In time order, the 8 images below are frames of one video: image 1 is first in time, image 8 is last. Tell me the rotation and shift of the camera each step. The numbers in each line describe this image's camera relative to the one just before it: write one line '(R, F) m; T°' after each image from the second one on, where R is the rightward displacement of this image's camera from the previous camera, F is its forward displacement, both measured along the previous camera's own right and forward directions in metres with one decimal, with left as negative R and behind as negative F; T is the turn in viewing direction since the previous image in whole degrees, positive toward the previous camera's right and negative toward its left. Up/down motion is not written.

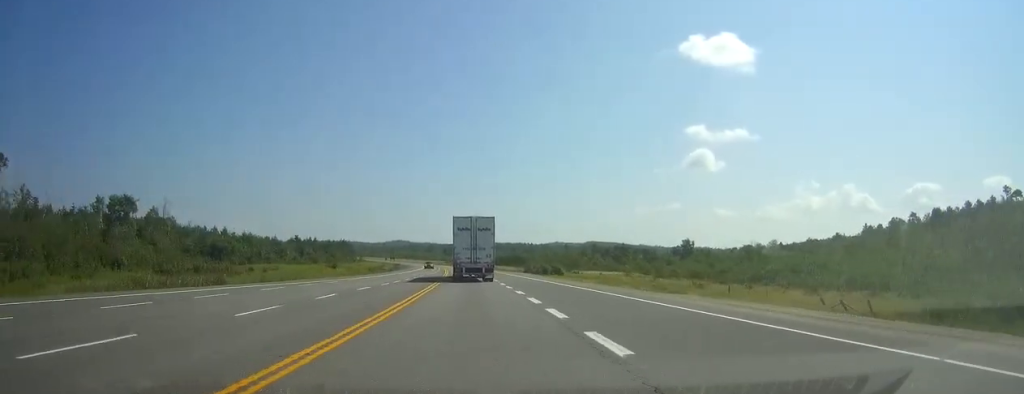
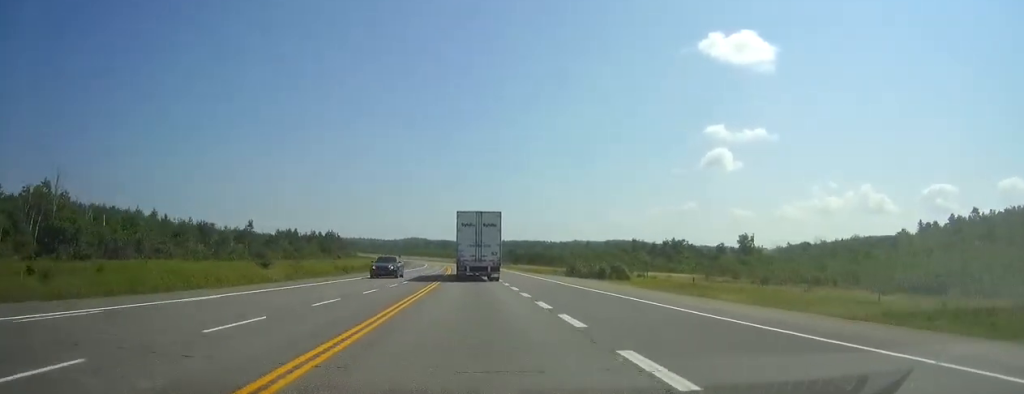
(-0.4, +45.8) m; -1°
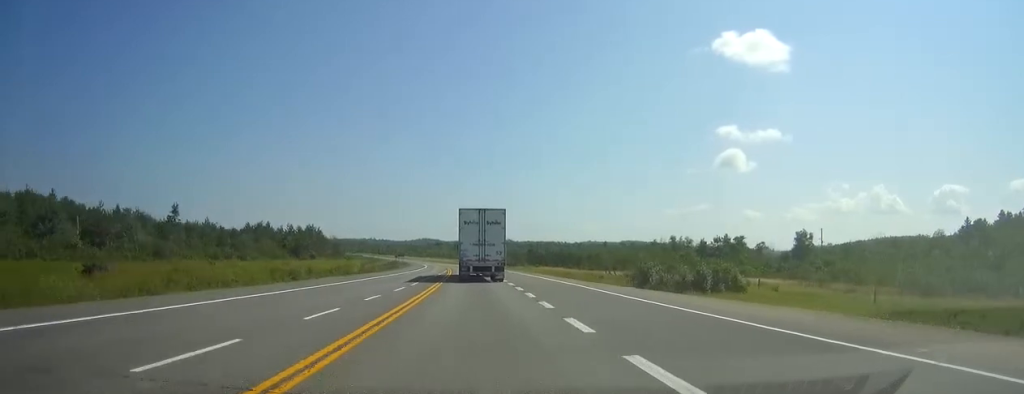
(-0.4, +36.6) m; -1°
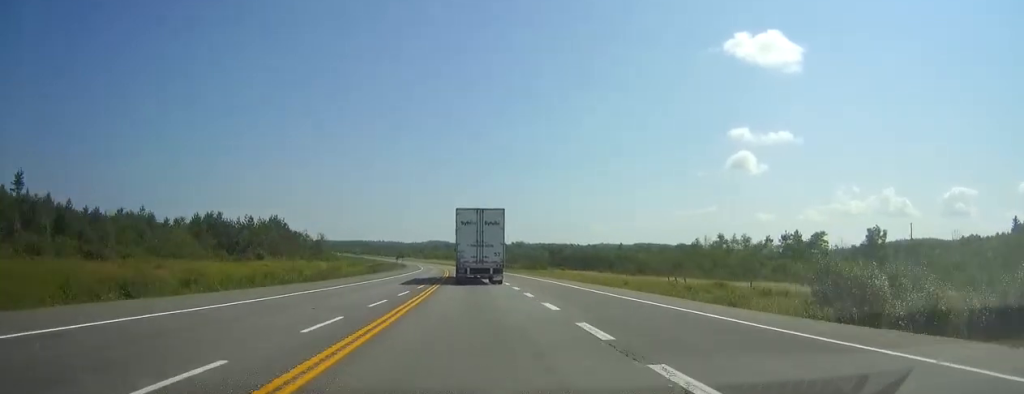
(-0.2, +36.2) m; -1°
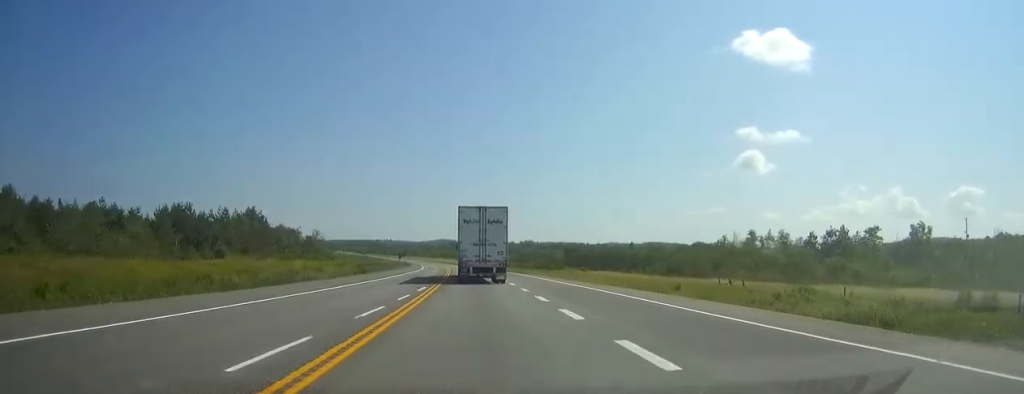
(-0.1, +17.0) m; -1°
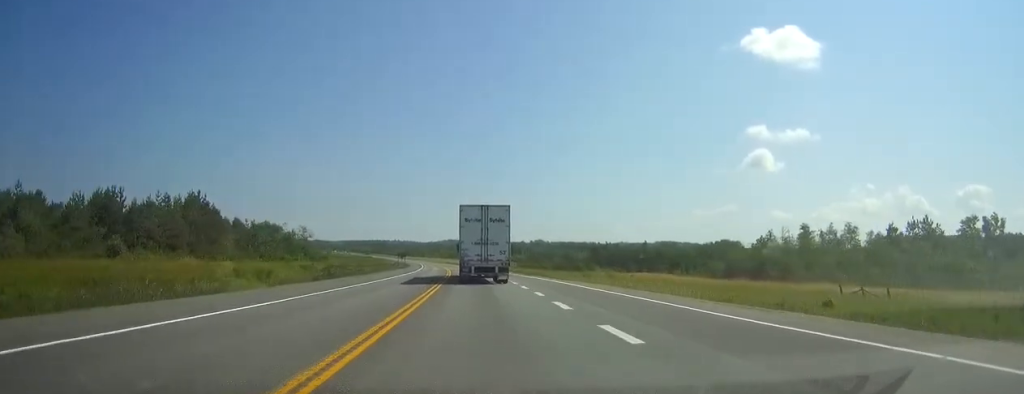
(-0.2, +25.4) m; -1°
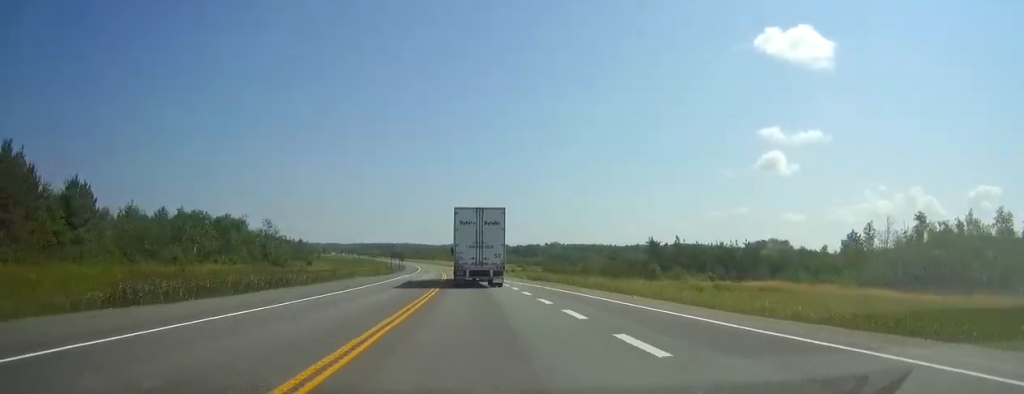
(-0.3, +40.9) m; -1°
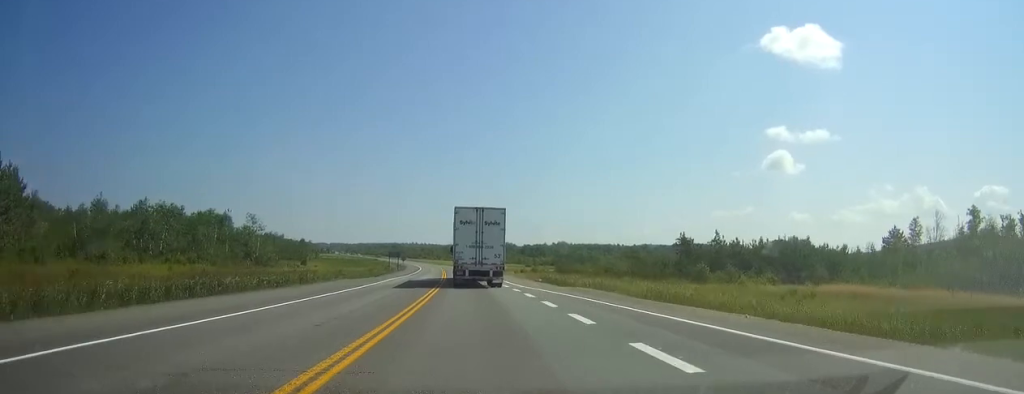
(-0.1, +13.8) m; 0°
